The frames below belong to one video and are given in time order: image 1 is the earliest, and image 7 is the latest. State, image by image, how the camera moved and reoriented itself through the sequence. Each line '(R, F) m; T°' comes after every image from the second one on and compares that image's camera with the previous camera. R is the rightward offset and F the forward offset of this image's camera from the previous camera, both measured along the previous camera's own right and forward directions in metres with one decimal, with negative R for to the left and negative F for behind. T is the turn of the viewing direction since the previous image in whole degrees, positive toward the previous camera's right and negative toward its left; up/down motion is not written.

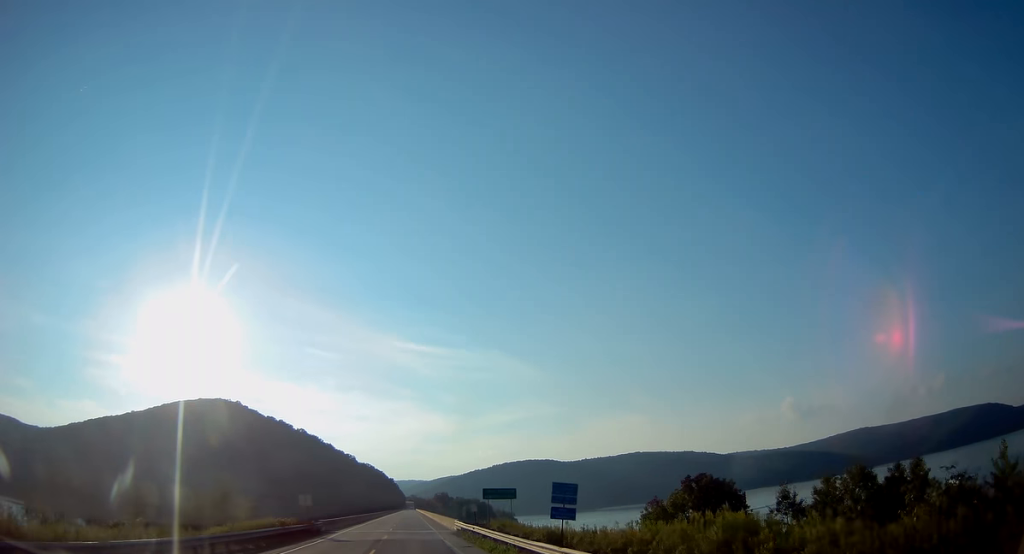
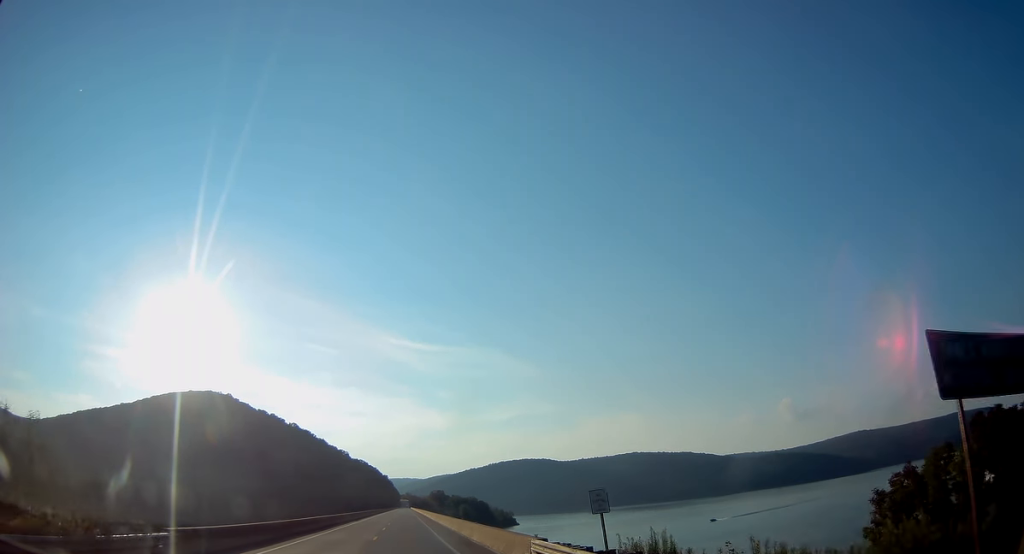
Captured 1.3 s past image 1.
(+0.1, +30.1) m; 0°
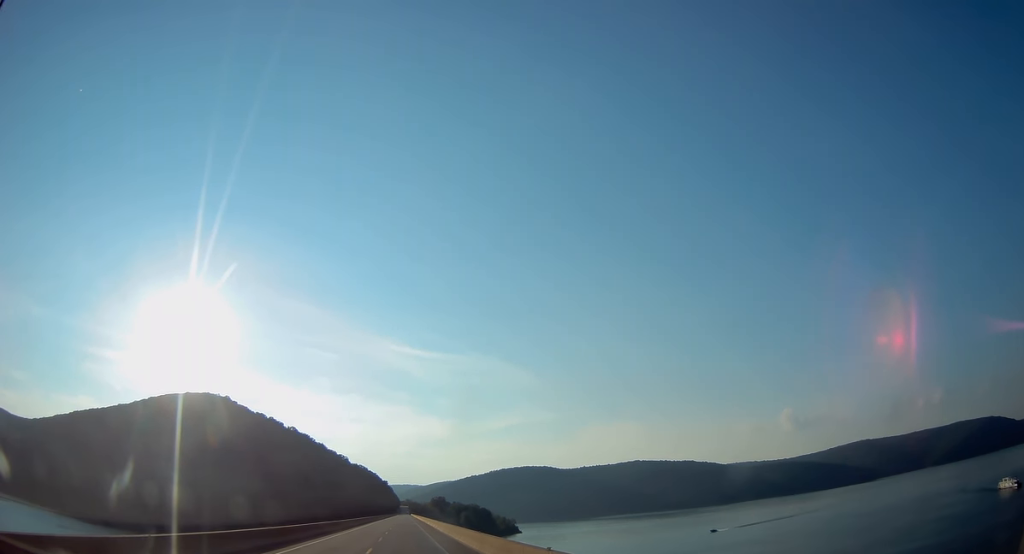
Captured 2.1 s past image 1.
(0.0, +16.6) m; 0°
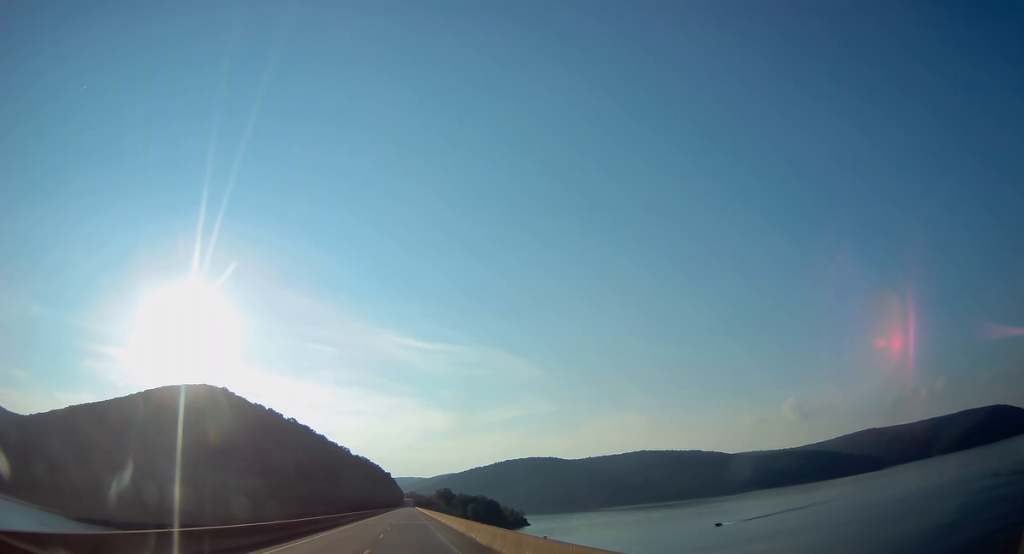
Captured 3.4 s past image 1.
(0.0, +29.4) m; 0°
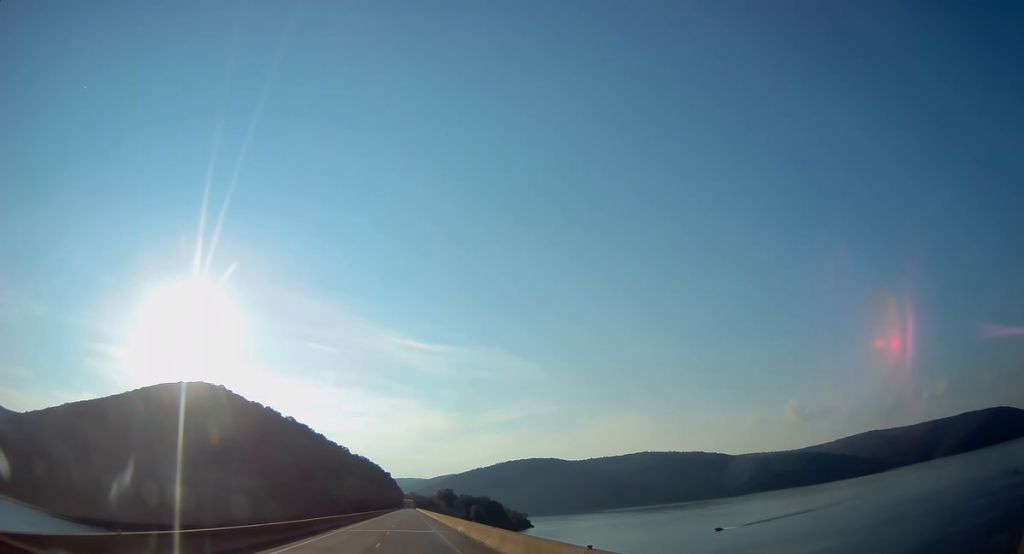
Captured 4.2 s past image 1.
(-0.1, +18.8) m; 0°
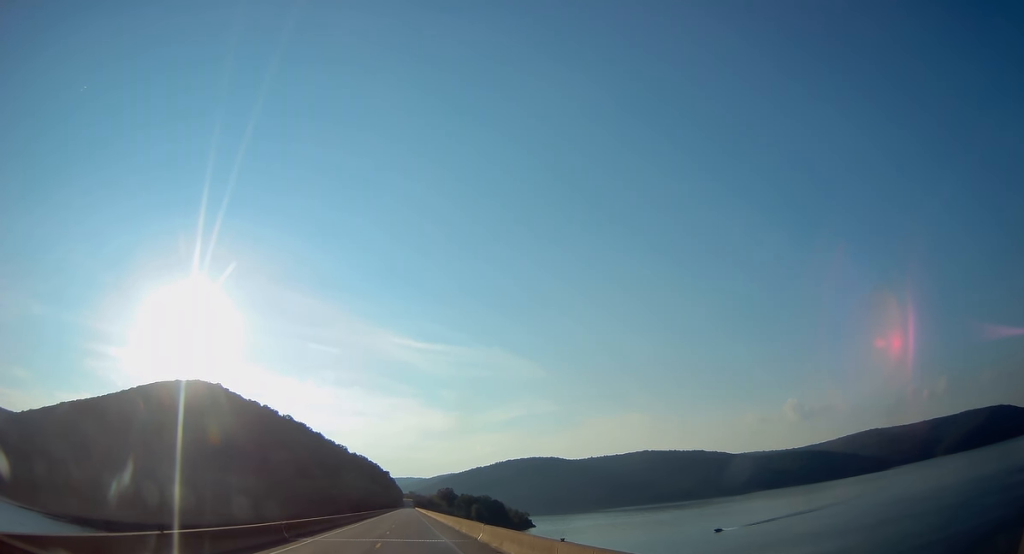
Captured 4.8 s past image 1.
(-0.2, +12.7) m; 0°
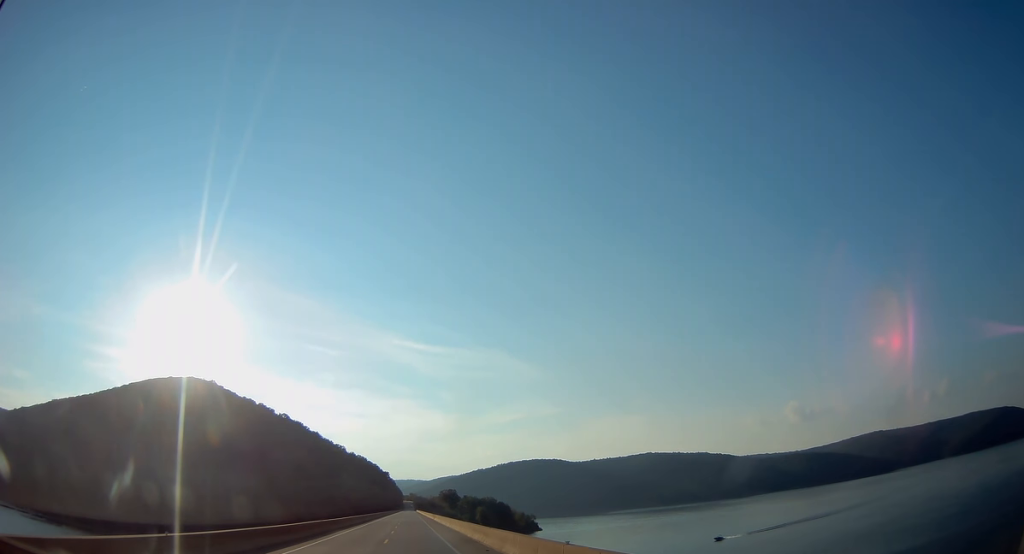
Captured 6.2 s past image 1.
(+0.1, +31.1) m; +1°
